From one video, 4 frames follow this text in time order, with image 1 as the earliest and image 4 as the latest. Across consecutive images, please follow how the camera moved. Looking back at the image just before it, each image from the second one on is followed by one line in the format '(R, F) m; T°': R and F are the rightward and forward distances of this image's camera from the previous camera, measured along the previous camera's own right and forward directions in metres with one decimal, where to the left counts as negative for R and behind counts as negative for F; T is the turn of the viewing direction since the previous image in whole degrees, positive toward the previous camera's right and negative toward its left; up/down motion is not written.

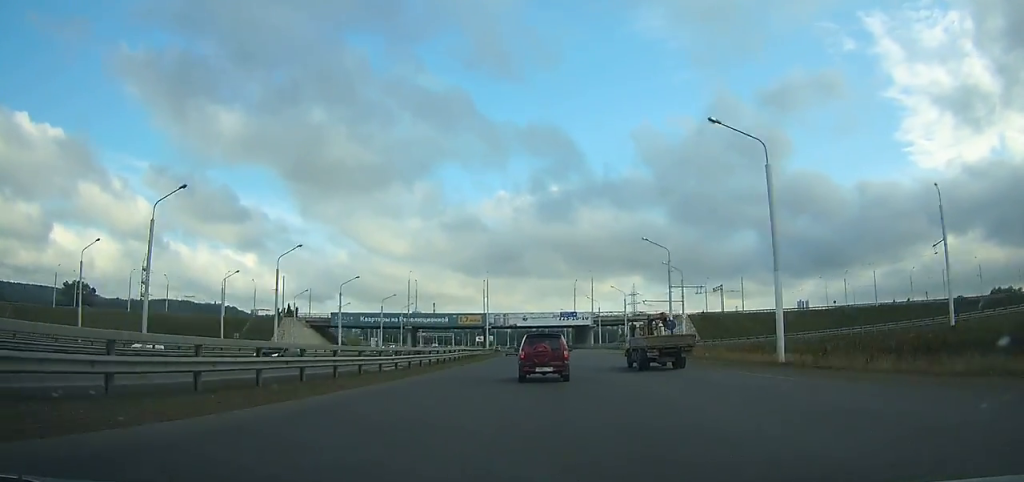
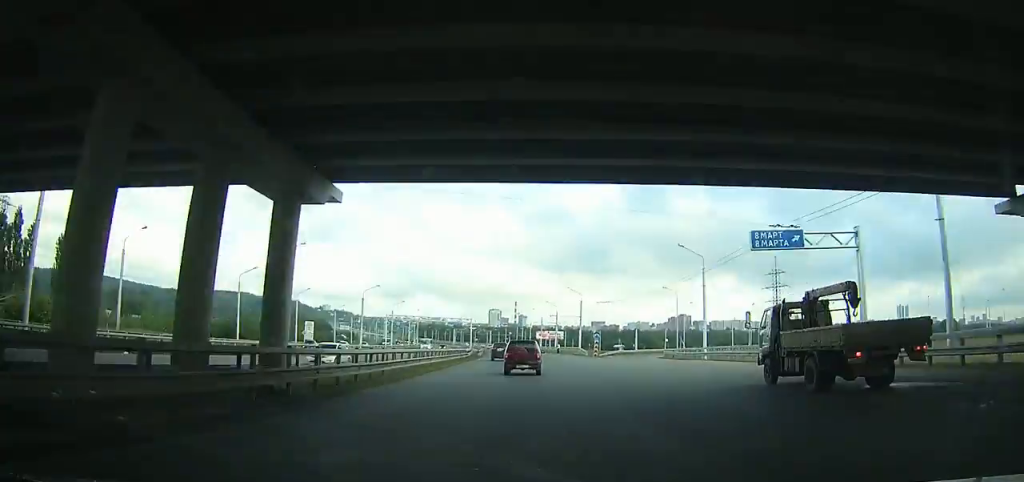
(-7.2, +142.3) m; -8°
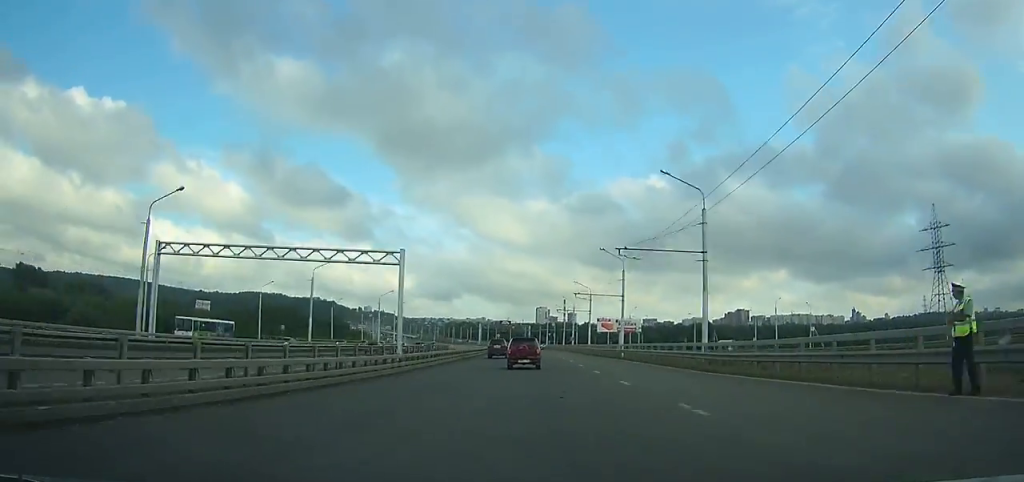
(-5.2, +94.7) m; -5°
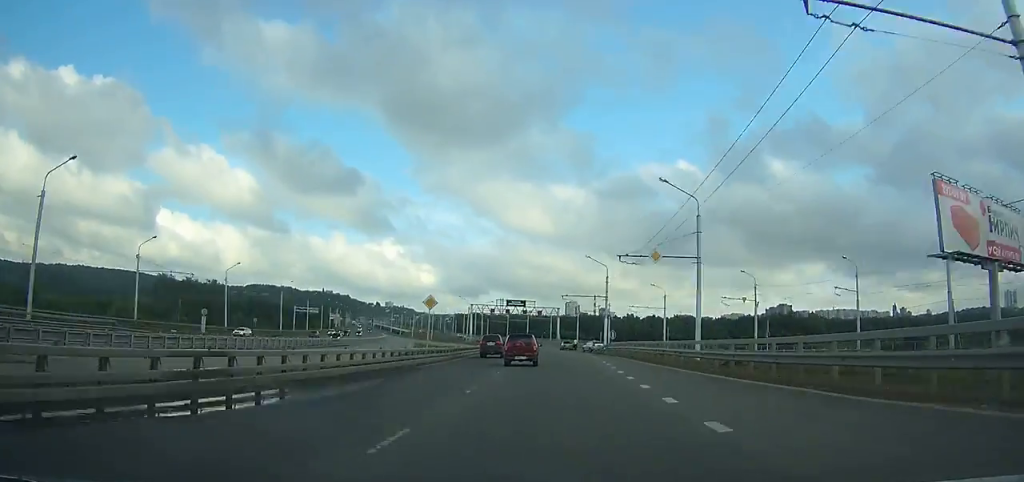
(-3.0, +112.8) m; -3°
